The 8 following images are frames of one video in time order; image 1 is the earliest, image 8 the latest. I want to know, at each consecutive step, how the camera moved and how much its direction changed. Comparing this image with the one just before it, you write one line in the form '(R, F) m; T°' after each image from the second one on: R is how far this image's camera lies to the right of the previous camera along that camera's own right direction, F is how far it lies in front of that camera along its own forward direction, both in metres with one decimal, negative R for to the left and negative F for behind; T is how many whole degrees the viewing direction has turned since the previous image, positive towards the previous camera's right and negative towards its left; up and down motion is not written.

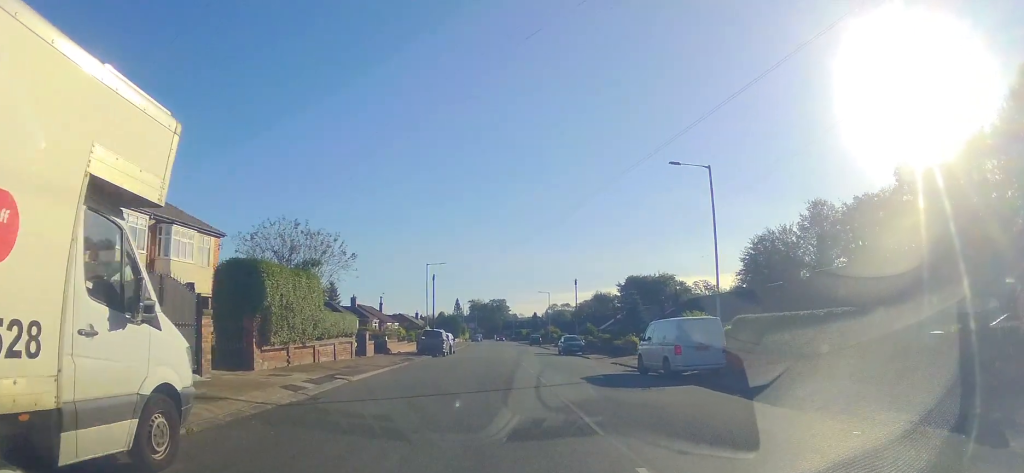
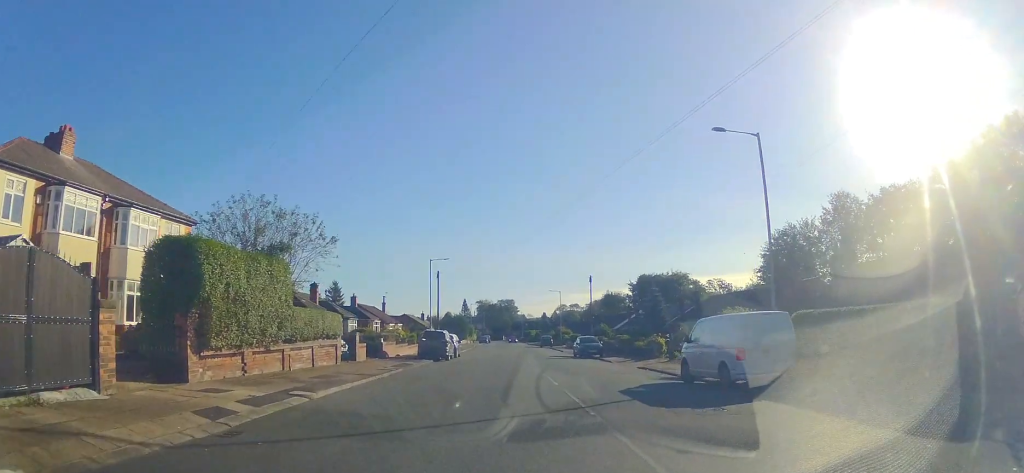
(0.0, +3.7) m; 0°
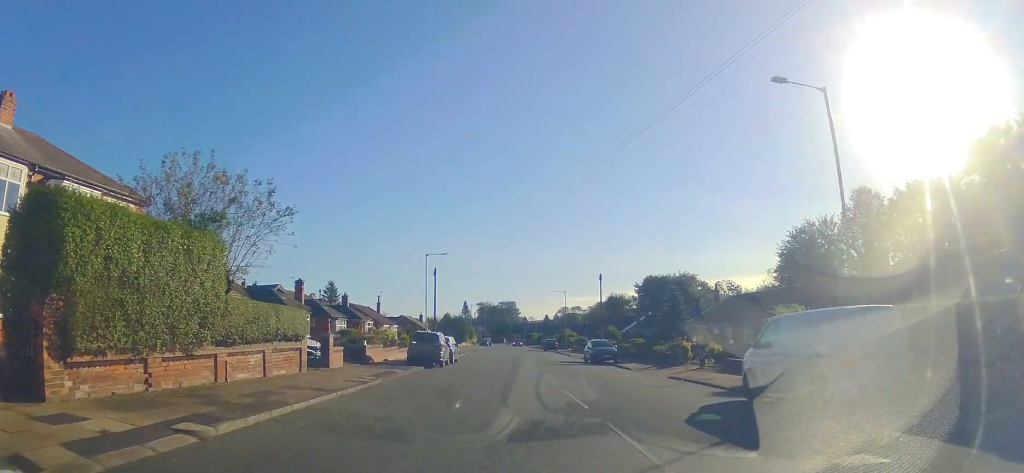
(0.0, +4.2) m; 0°
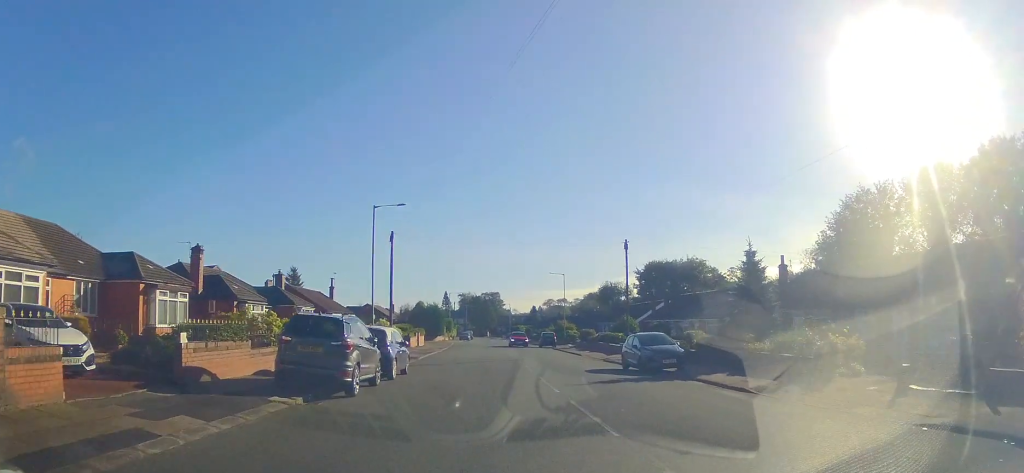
(+1.1, +14.5) m; +2°
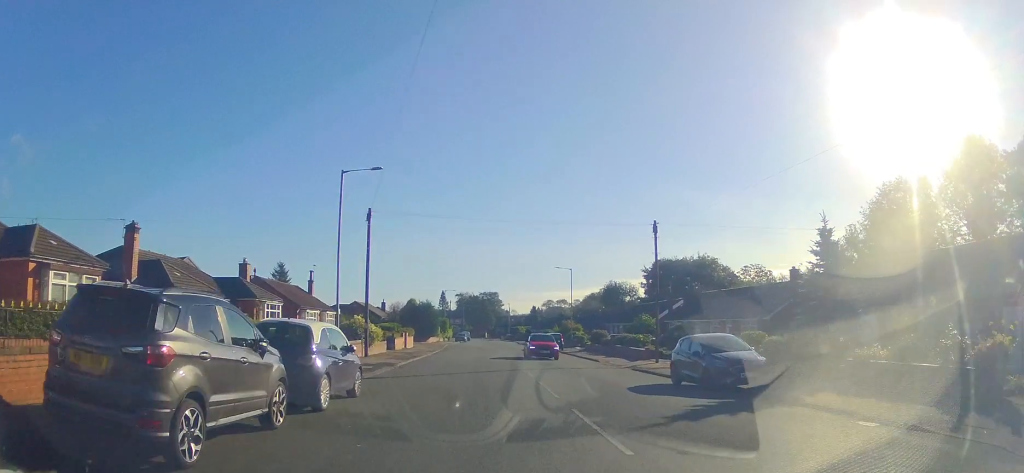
(-0.3, +6.6) m; -3°
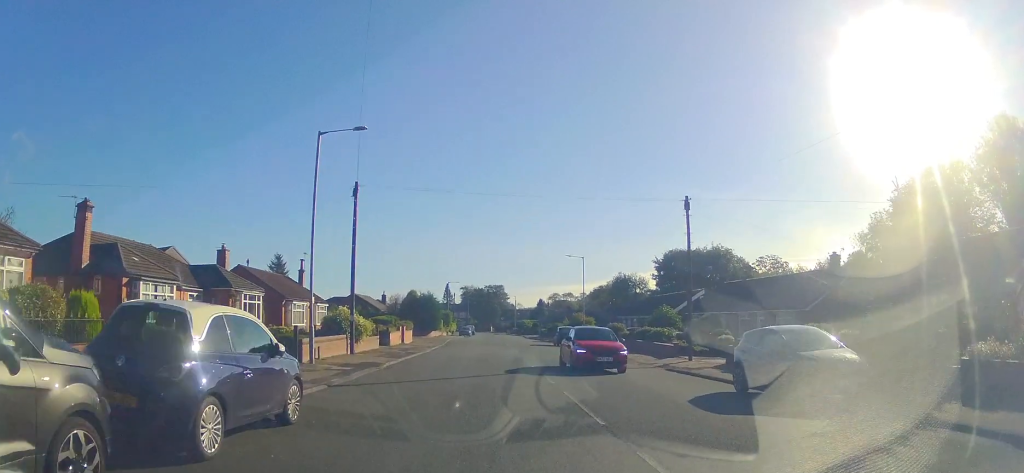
(0.0, +4.1) m; 0°
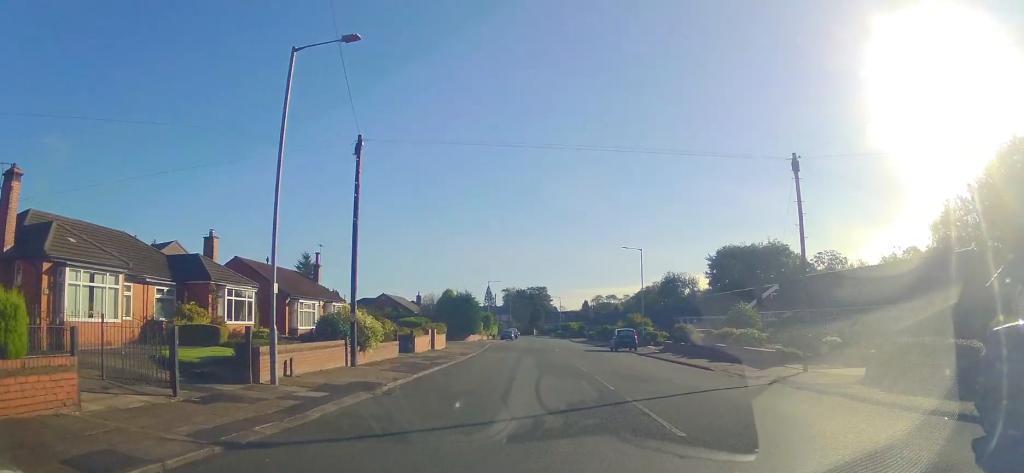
(0.0, +6.9) m; -2°
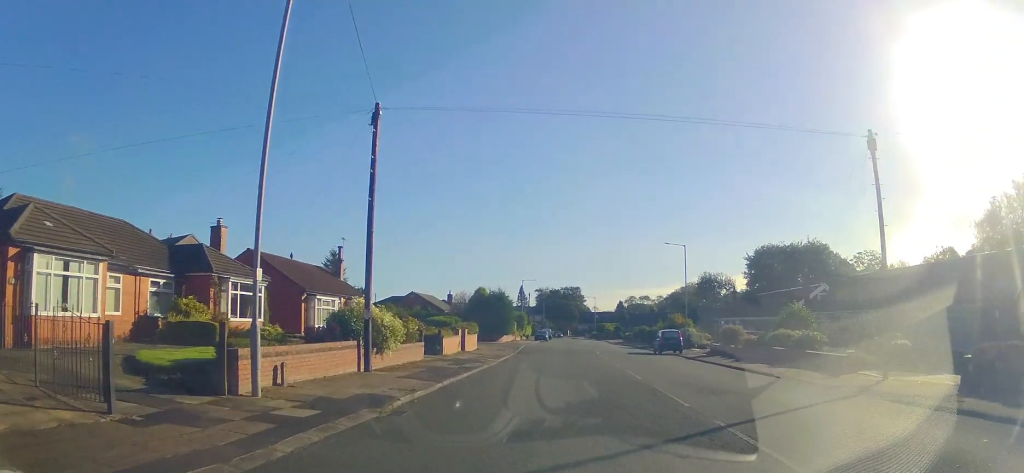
(+0.1, +3.2) m; -3°
